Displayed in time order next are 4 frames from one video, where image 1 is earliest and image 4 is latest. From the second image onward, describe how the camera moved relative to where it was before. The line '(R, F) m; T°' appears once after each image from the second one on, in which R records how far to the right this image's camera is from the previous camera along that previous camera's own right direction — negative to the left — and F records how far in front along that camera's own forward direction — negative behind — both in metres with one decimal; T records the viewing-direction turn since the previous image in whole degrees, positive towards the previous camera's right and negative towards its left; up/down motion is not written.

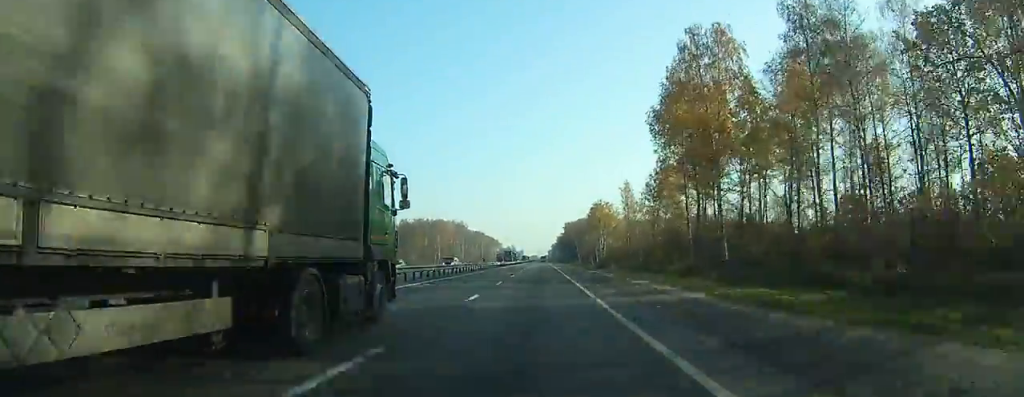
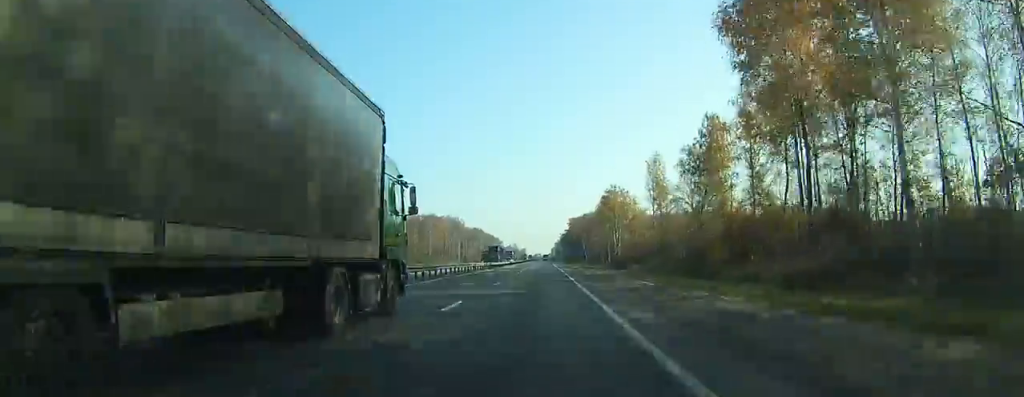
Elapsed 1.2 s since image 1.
(+0.1, +27.5) m; 0°
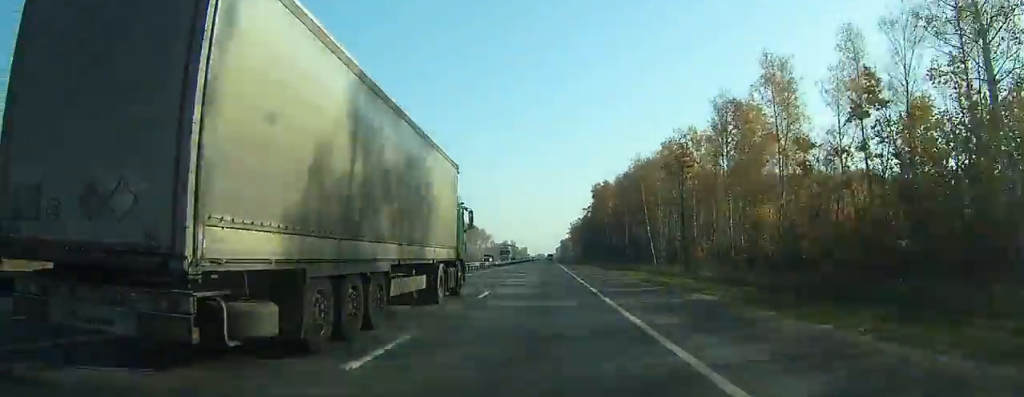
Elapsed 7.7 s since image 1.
(-1.6, +151.5) m; 0°
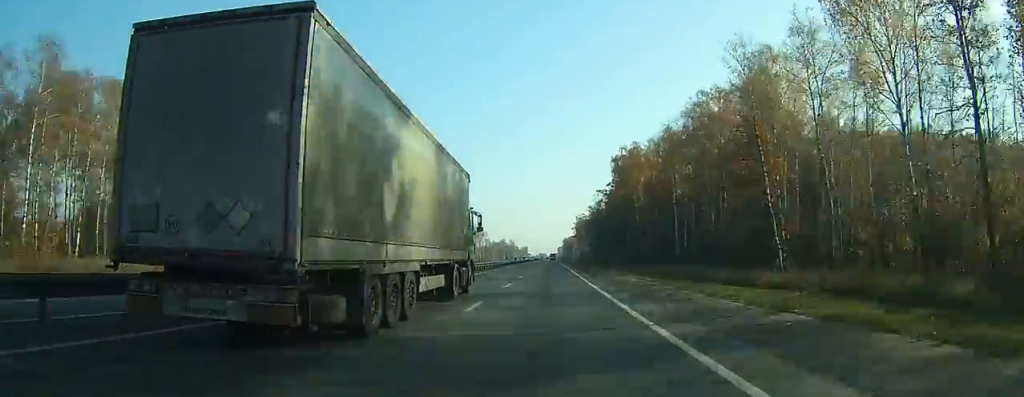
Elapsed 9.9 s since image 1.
(+0.1, +52.9) m; 0°
